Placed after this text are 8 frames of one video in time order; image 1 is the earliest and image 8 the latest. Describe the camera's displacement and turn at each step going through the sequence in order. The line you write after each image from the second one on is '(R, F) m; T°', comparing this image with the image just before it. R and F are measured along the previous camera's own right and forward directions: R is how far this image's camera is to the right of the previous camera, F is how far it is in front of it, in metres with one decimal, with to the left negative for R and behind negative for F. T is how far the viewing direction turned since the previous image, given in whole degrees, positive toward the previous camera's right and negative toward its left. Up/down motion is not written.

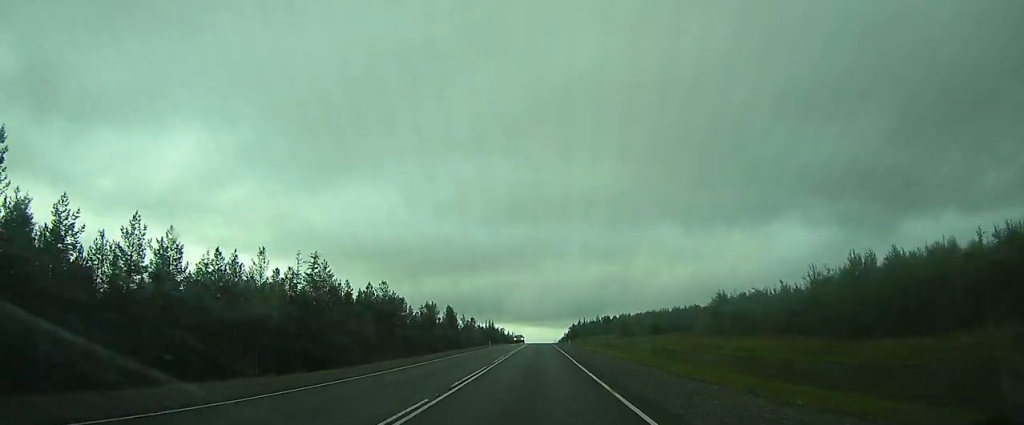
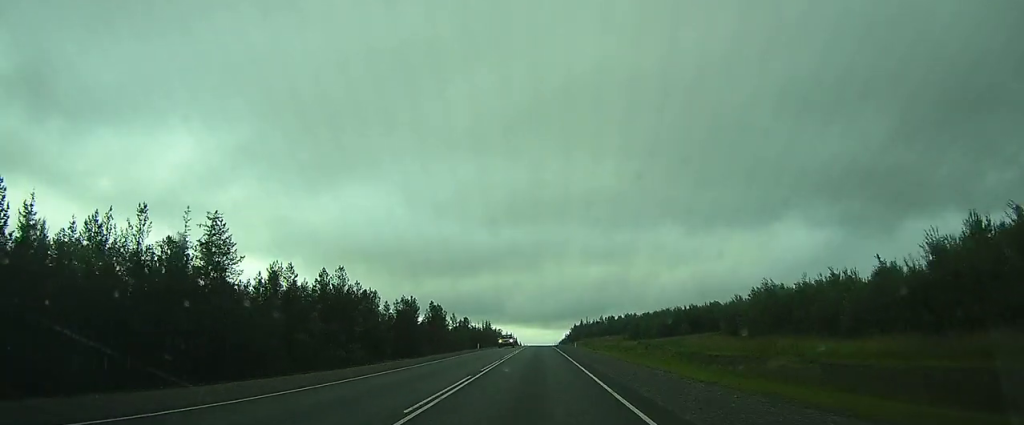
(0.0, +16.0) m; 0°
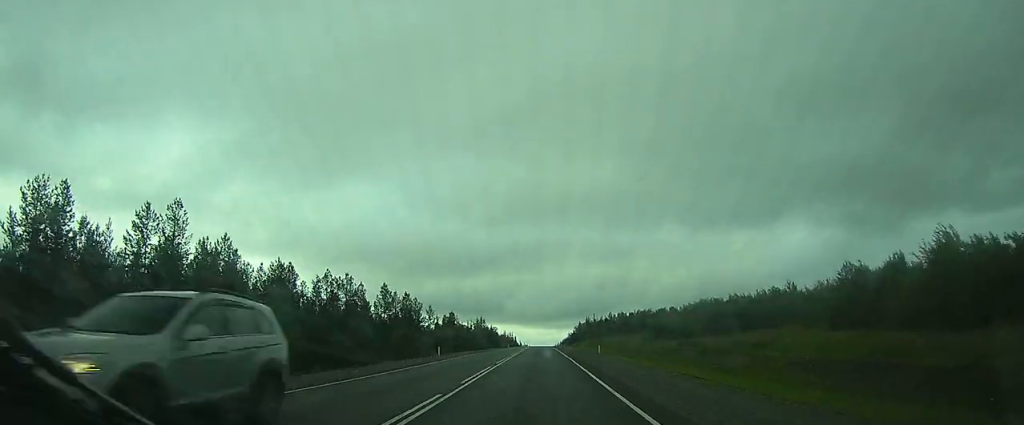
(0.0, +26.5) m; 0°
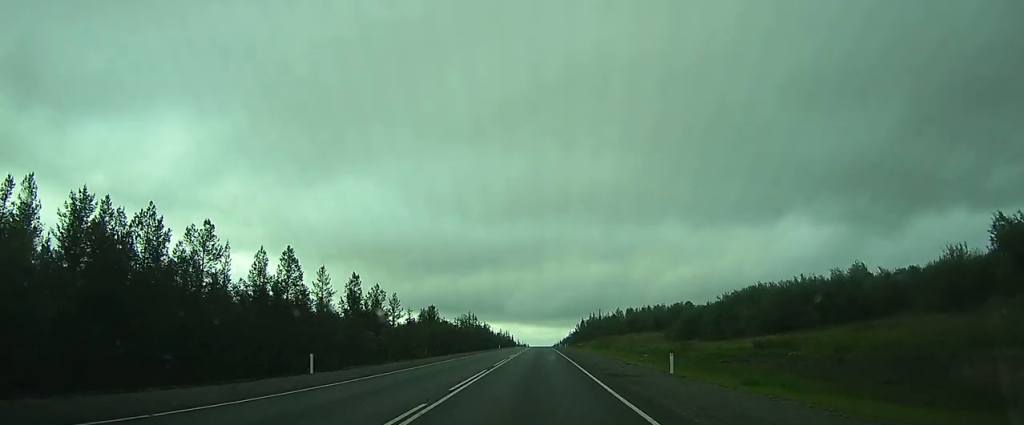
(0.0, +21.5) m; 0°
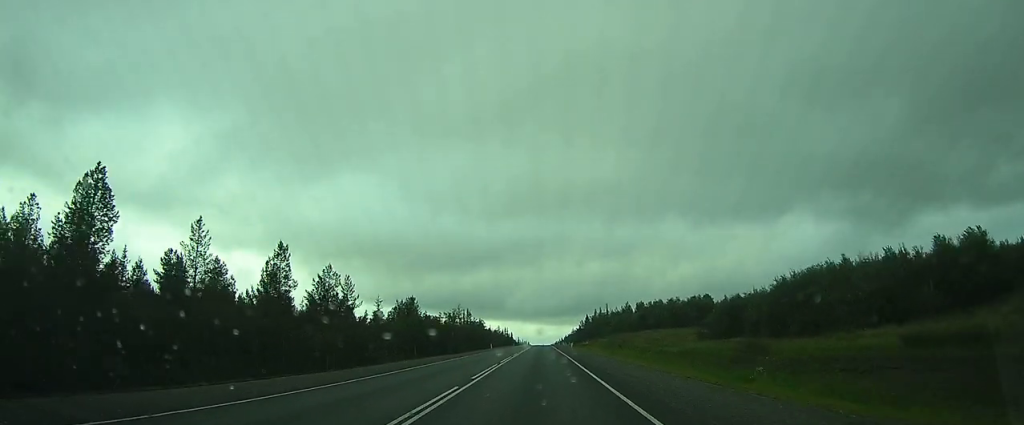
(0.0, +16.5) m; 0°
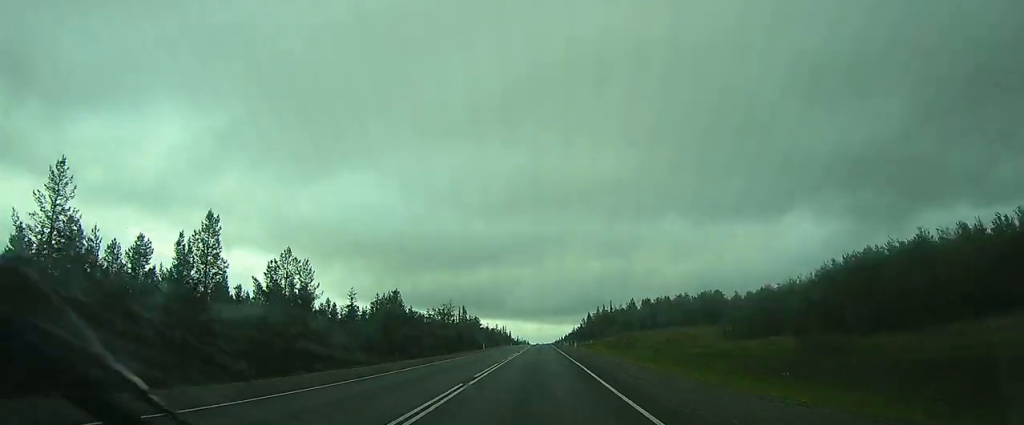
(0.0, +10.0) m; 0°
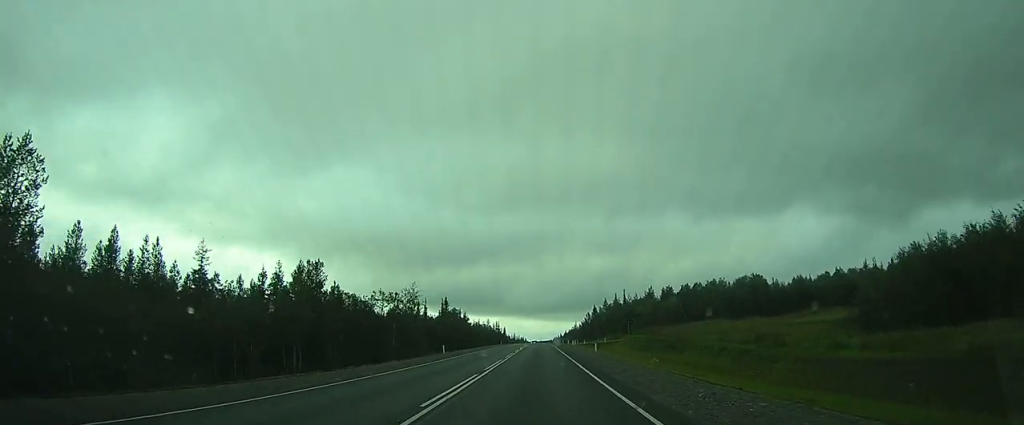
(-0.1, +32.6) m; 0°
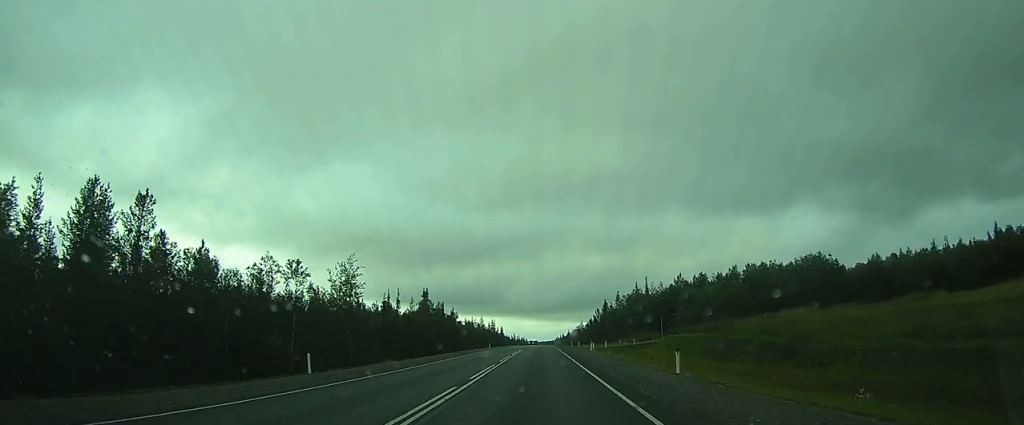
(0.0, +31.5) m; 0°
